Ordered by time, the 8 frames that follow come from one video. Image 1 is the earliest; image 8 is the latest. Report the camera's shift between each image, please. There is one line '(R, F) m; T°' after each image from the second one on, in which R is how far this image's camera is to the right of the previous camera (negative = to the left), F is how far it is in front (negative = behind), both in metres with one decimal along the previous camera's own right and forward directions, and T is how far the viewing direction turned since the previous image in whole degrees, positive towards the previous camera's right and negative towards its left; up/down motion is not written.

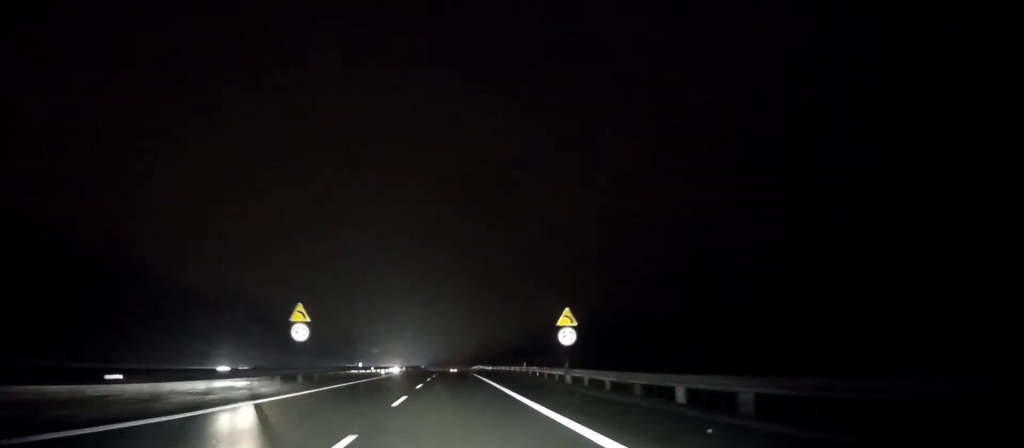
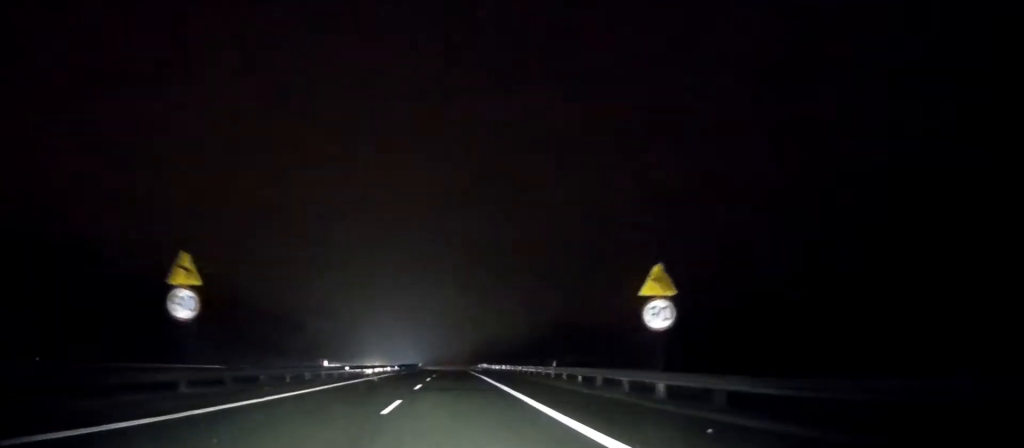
(0.0, +14.8) m; 0°
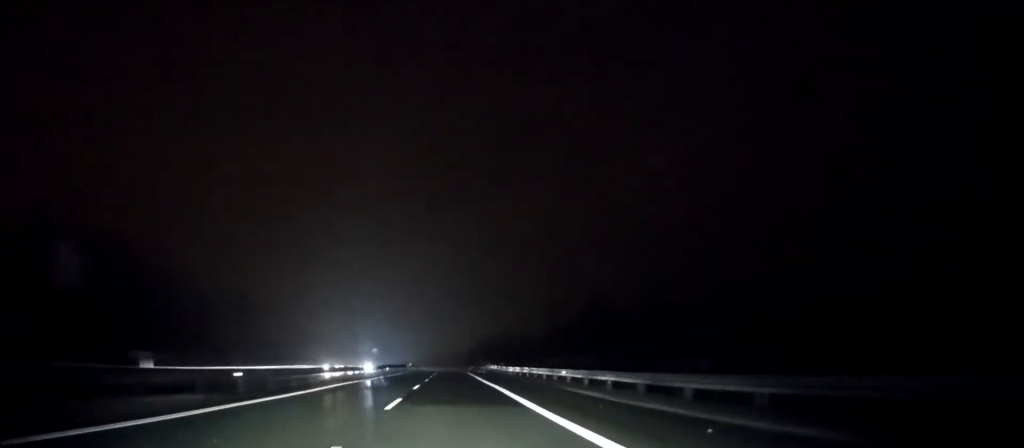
(-0.1, +22.8) m; 0°
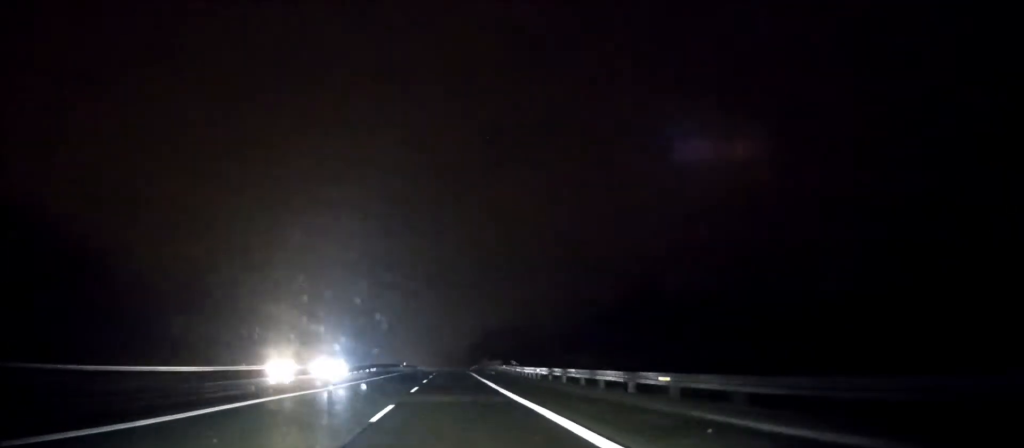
(0.0, +15.3) m; 0°
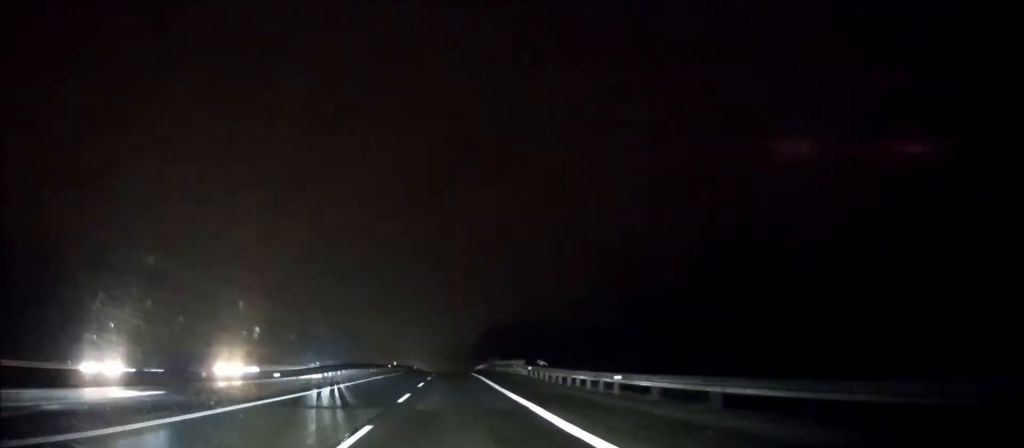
(0.0, +18.7) m; 0°
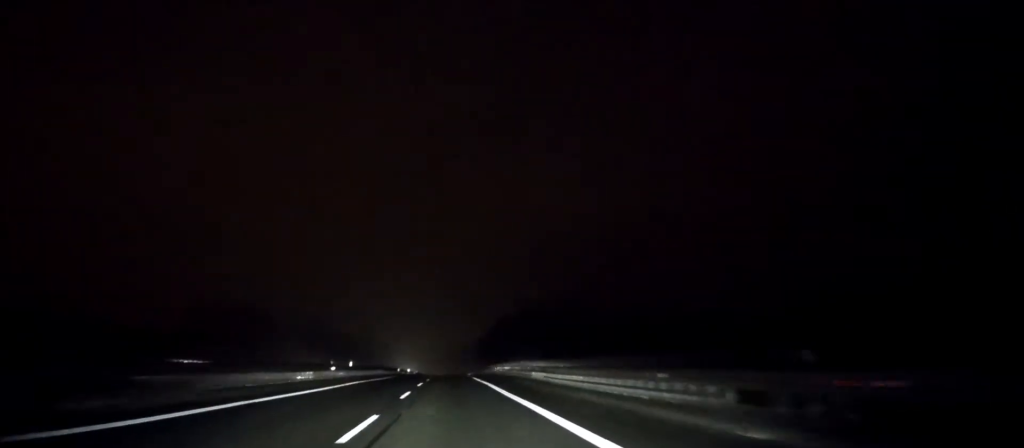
(0.0, +34.3) m; 0°
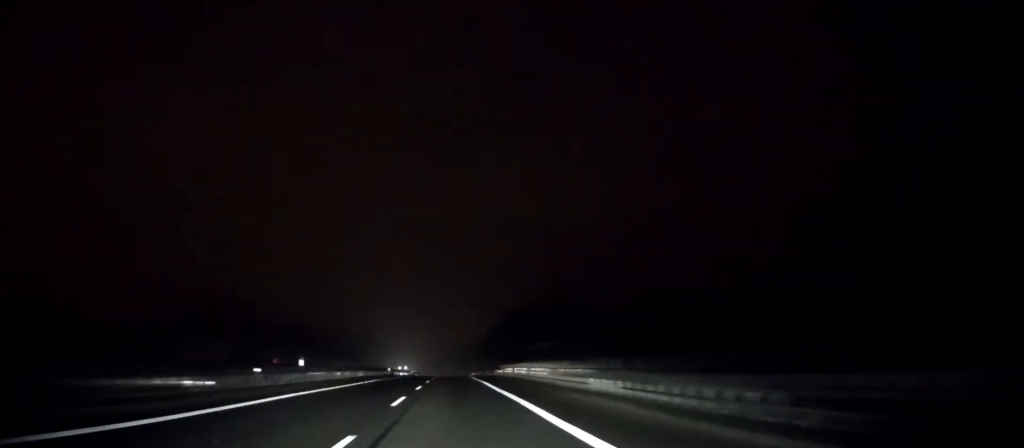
(0.0, +15.7) m; 0°
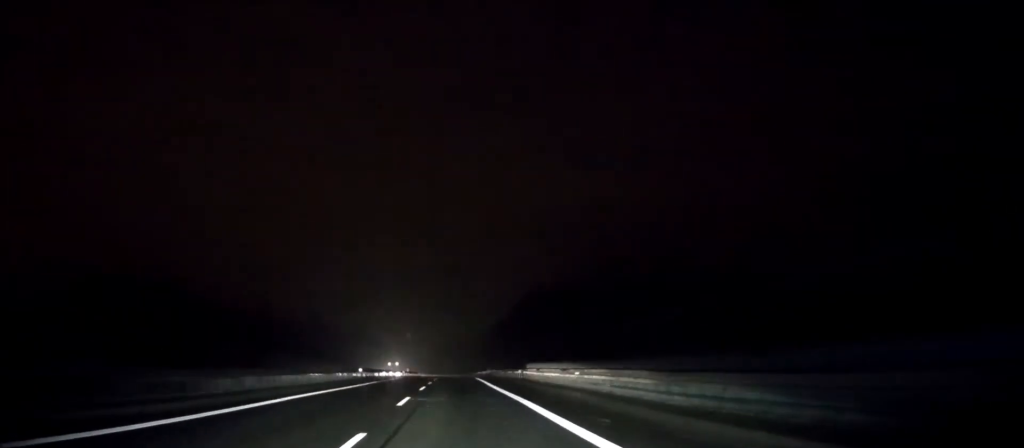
(0.0, +23.4) m; 0°
